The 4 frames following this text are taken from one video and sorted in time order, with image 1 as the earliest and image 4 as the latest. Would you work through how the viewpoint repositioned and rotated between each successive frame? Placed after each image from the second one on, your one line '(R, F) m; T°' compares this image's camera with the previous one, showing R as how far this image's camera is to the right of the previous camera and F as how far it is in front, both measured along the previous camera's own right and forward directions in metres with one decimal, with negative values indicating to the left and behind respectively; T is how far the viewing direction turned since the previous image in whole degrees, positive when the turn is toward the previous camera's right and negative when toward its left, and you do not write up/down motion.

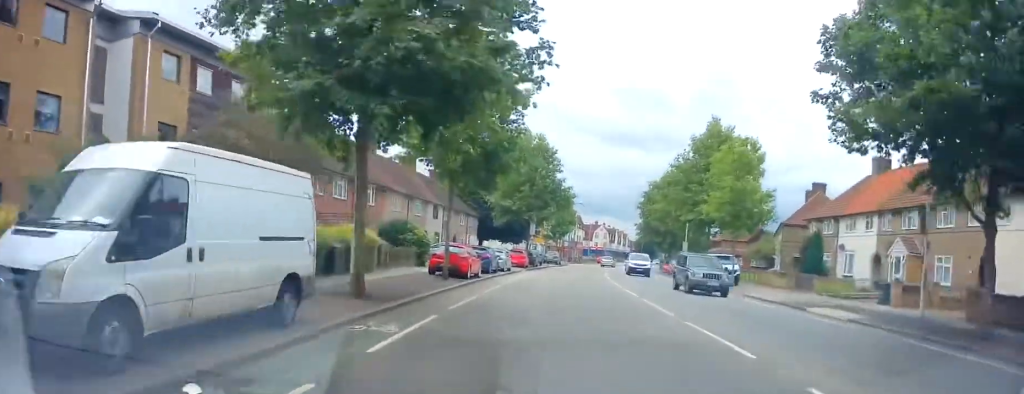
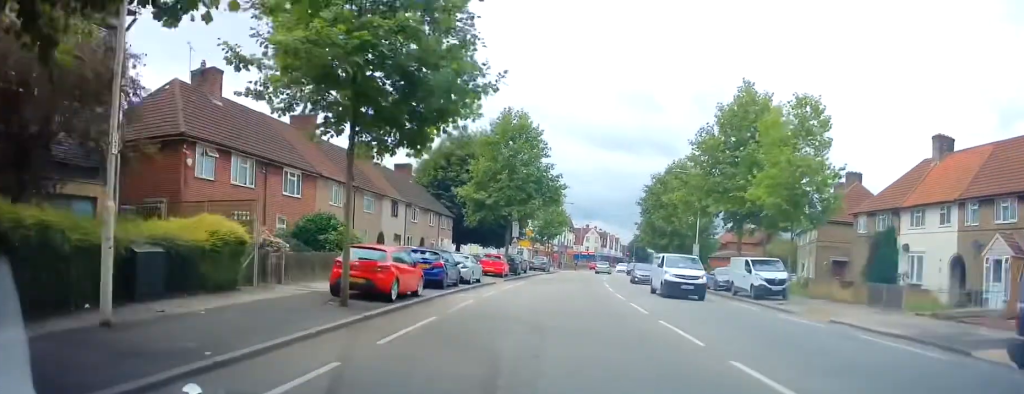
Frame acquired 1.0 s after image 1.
(0.0, +10.0) m; 0°
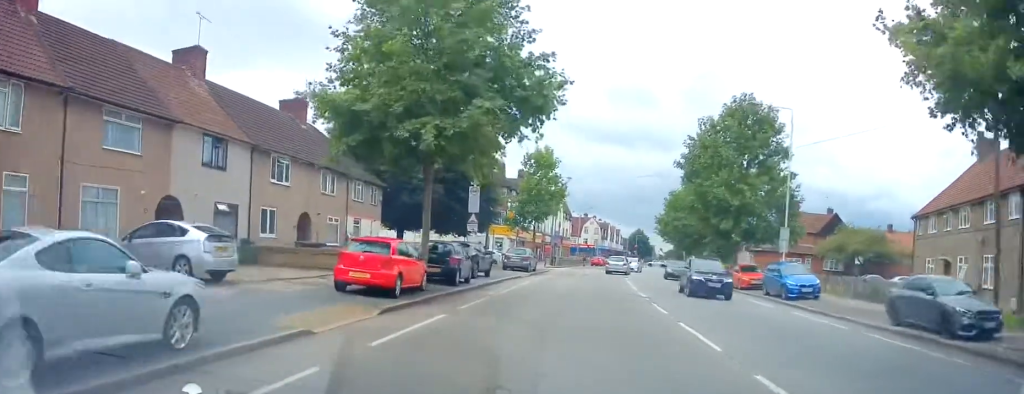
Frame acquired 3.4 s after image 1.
(-1.3, +23.7) m; -1°
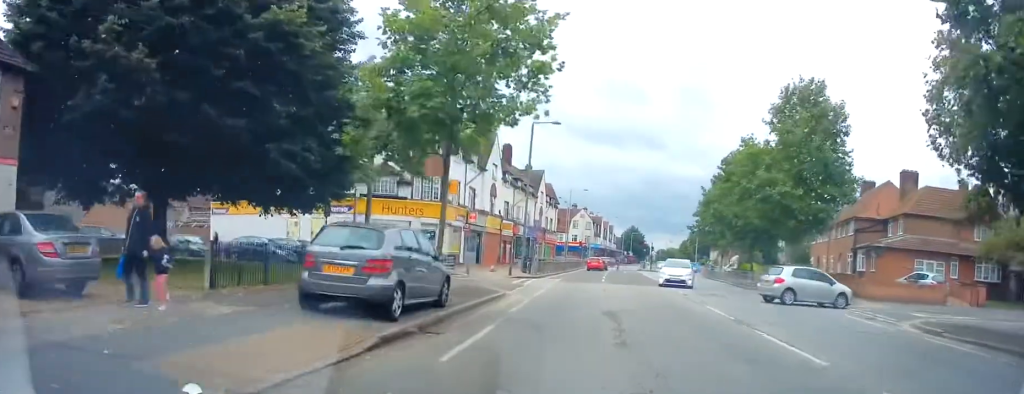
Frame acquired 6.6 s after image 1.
(+1.8, +28.8) m; +5°
